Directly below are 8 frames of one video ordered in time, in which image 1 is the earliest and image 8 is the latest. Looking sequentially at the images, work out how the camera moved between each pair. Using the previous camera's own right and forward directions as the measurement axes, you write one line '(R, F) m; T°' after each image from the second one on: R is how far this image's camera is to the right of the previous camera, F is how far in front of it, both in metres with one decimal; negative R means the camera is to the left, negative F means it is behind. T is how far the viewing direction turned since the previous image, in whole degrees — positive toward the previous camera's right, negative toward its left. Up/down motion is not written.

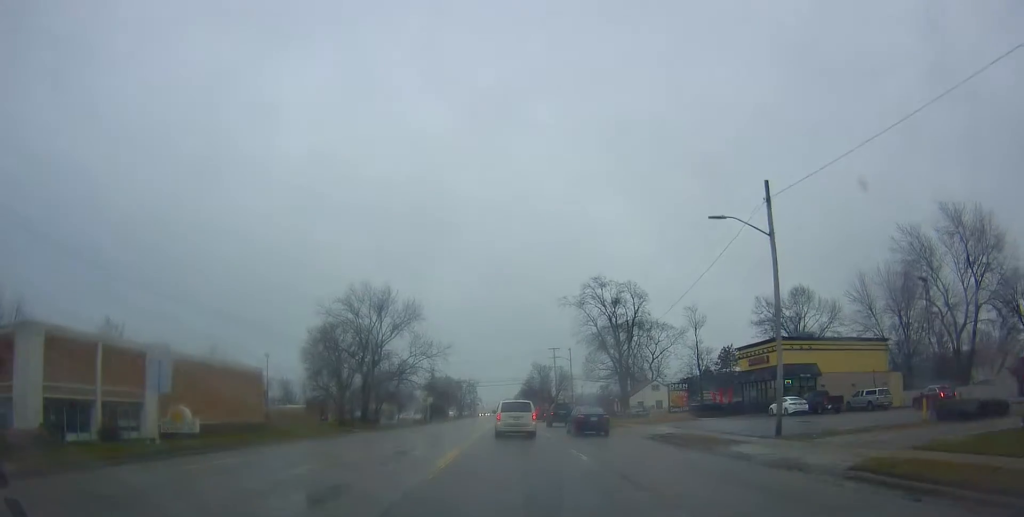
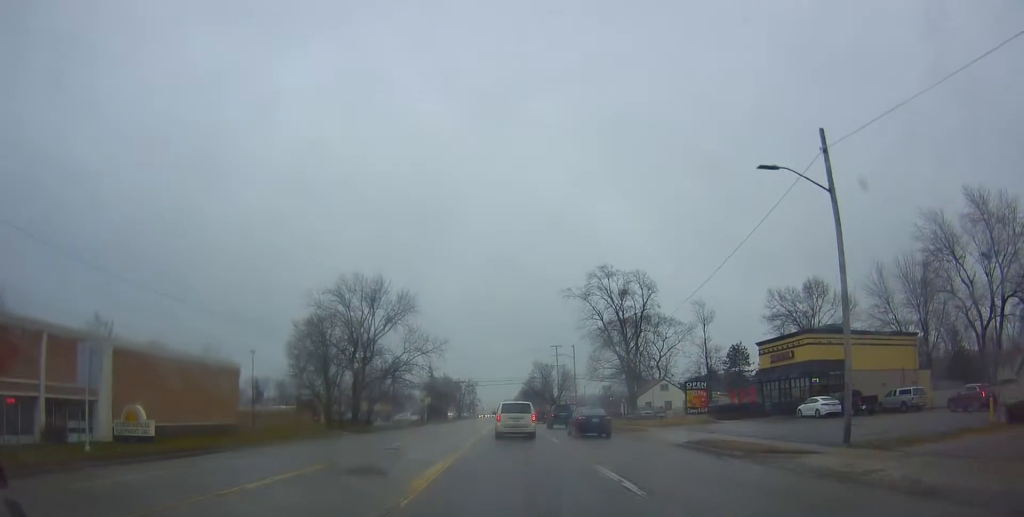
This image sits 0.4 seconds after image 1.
(-0.2, +4.8) m; 0°
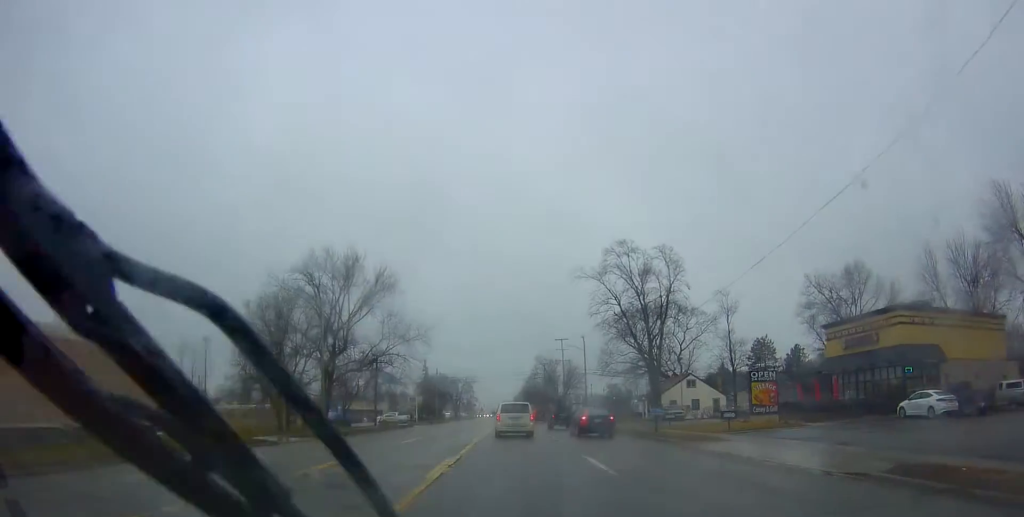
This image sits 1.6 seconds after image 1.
(+0.1, +12.6) m; +1°
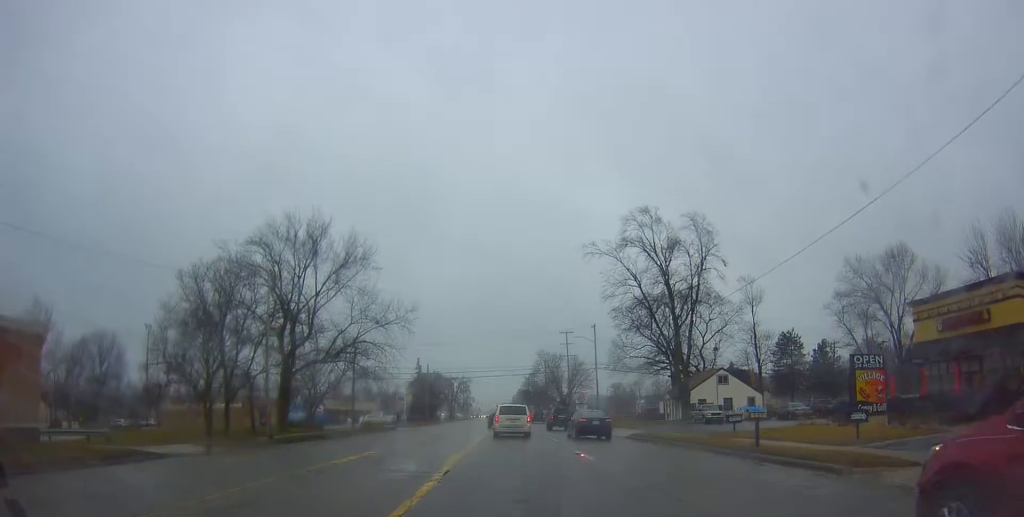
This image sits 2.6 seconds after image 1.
(+0.1, +11.4) m; +1°
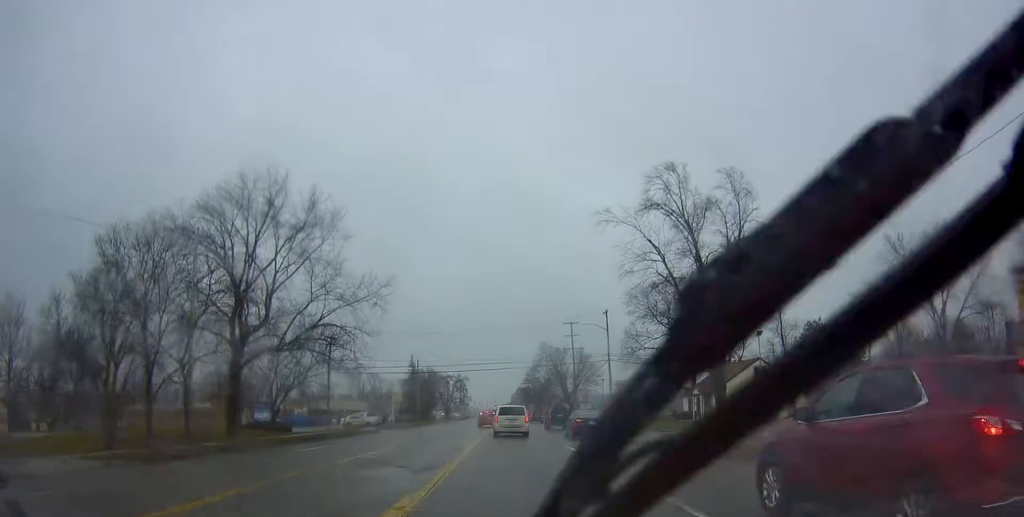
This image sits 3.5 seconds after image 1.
(0.0, +9.4) m; 0°
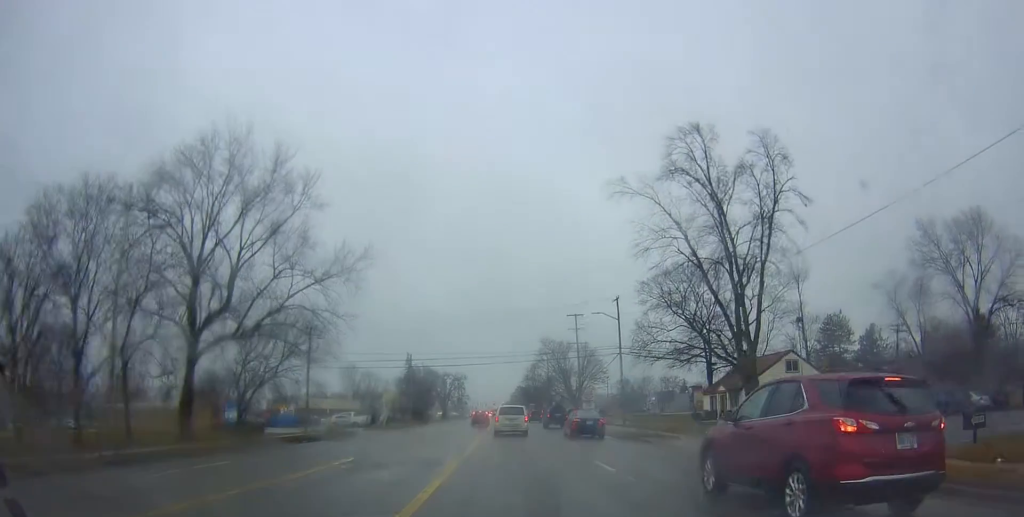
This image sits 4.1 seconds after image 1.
(0.0, +6.4) m; 0°
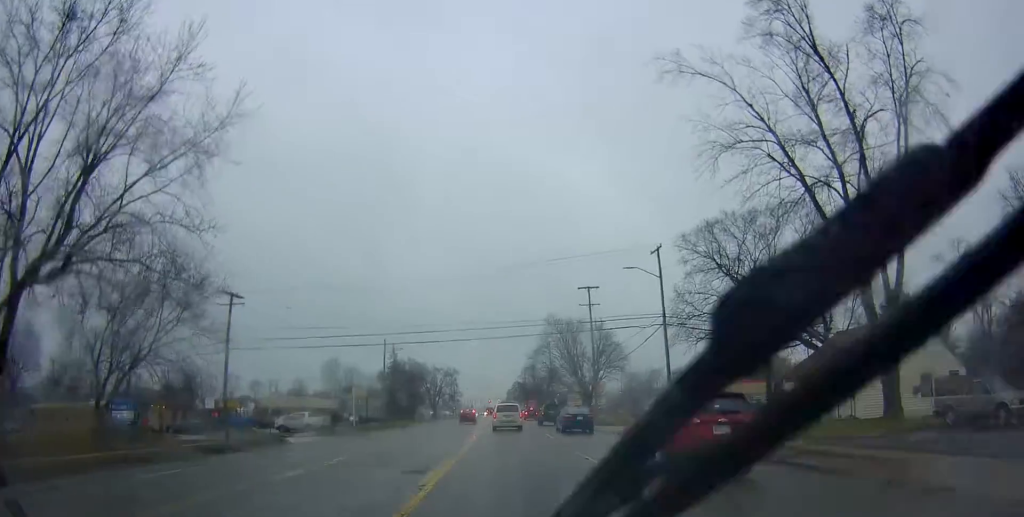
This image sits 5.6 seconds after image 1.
(0.0, +16.6) m; 0°
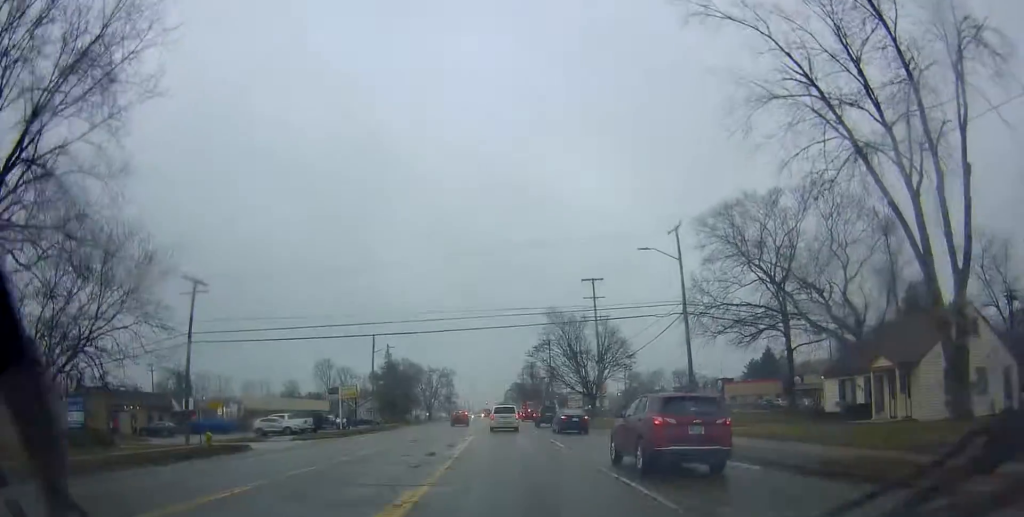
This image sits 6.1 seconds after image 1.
(0.0, +5.0) m; 0°
